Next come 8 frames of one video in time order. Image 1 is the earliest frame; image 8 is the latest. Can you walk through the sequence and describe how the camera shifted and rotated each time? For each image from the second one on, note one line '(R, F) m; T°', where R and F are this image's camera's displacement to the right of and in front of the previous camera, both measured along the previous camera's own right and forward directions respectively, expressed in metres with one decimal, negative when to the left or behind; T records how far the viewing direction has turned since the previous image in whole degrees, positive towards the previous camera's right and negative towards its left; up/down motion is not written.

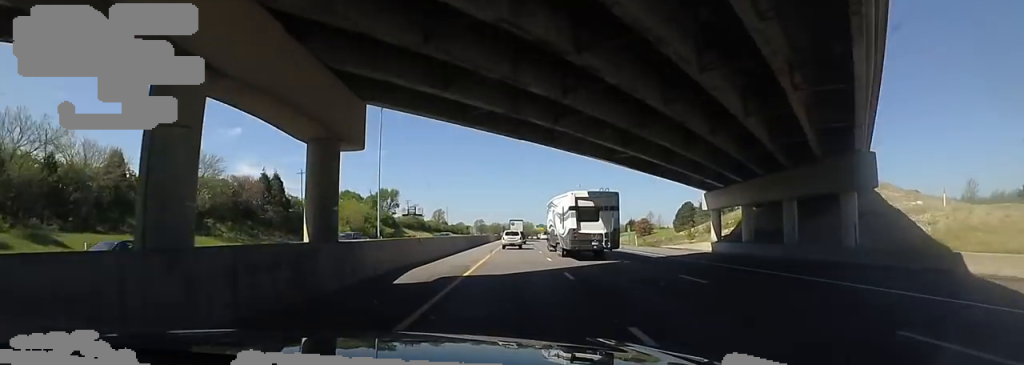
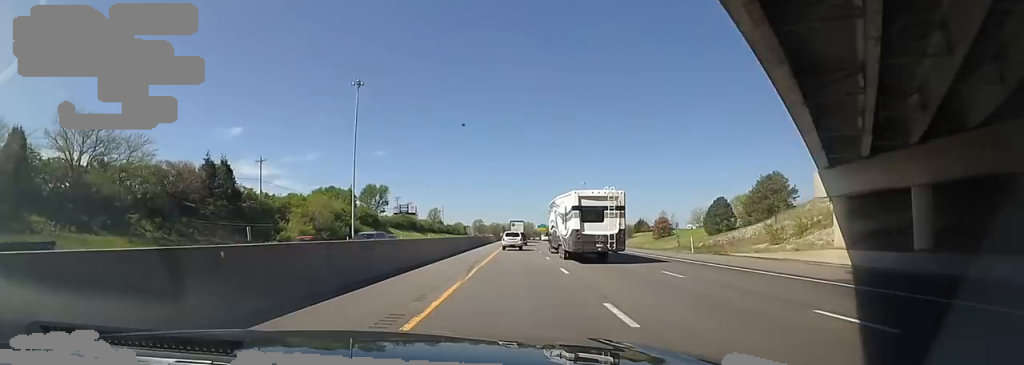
(-0.2, +17.9) m; 0°
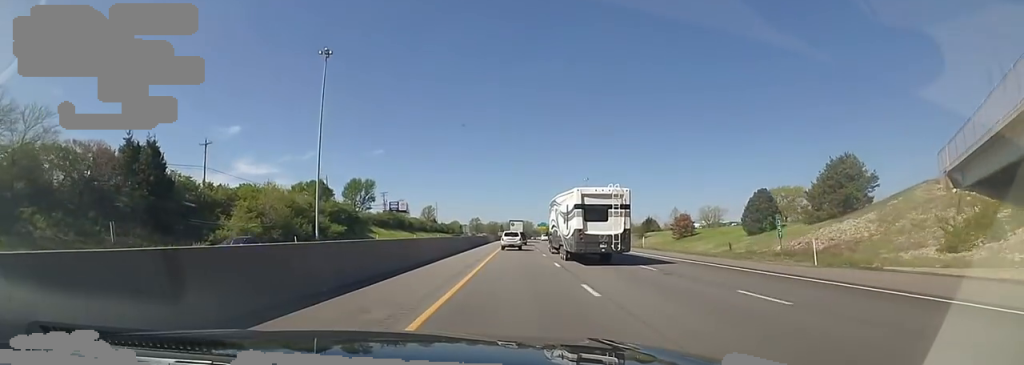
(-0.6, +15.8) m; 0°
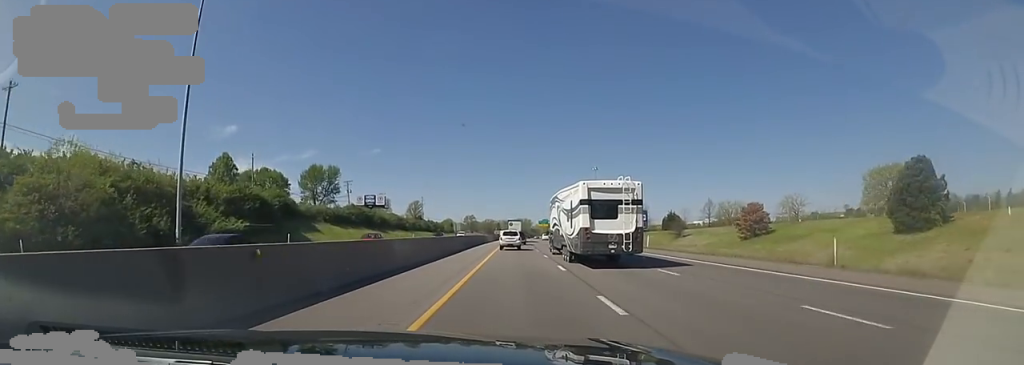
(+0.9, +31.8) m; +1°
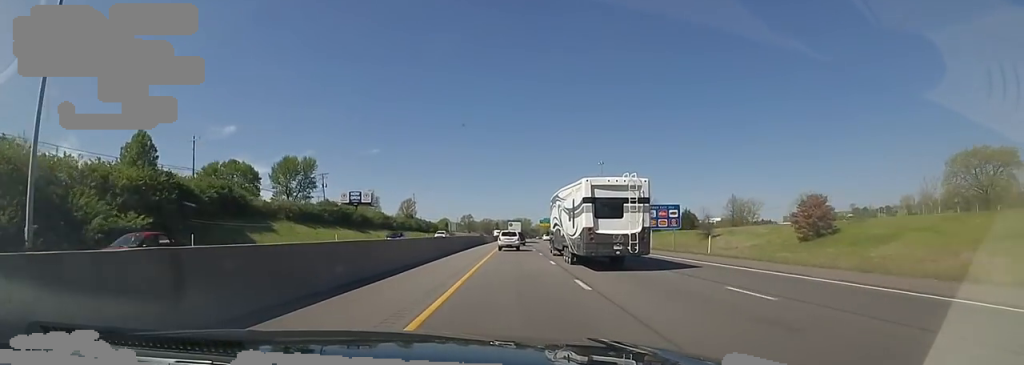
(0.0, +16.0) m; -1°
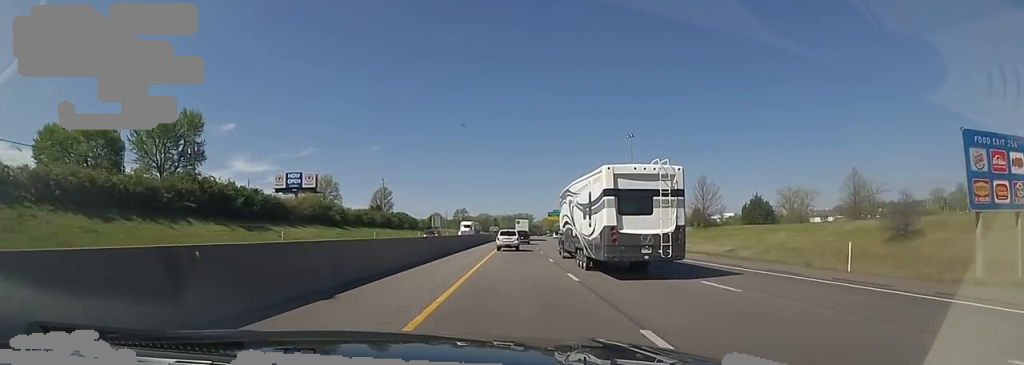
(-1.2, +47.0) m; -1°
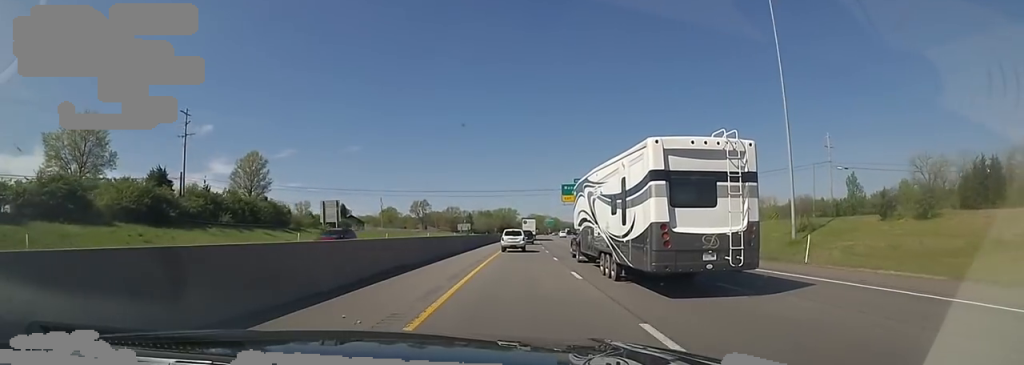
(+0.8, +87.7) m; +2°
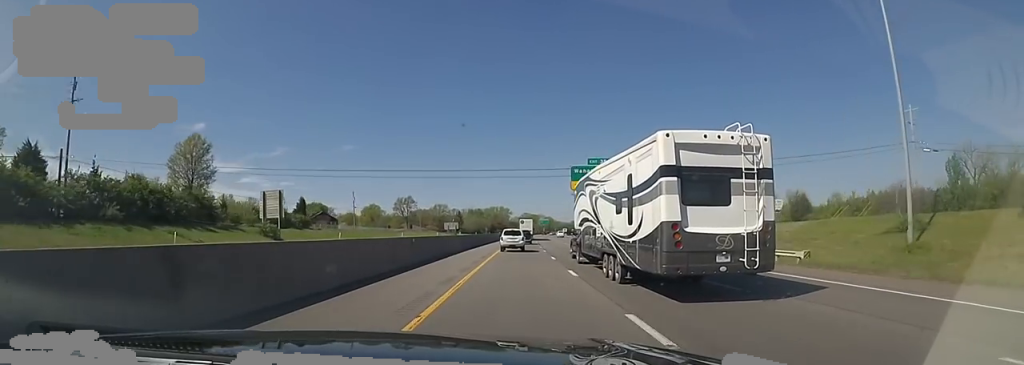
(+0.2, +18.6) m; +1°
